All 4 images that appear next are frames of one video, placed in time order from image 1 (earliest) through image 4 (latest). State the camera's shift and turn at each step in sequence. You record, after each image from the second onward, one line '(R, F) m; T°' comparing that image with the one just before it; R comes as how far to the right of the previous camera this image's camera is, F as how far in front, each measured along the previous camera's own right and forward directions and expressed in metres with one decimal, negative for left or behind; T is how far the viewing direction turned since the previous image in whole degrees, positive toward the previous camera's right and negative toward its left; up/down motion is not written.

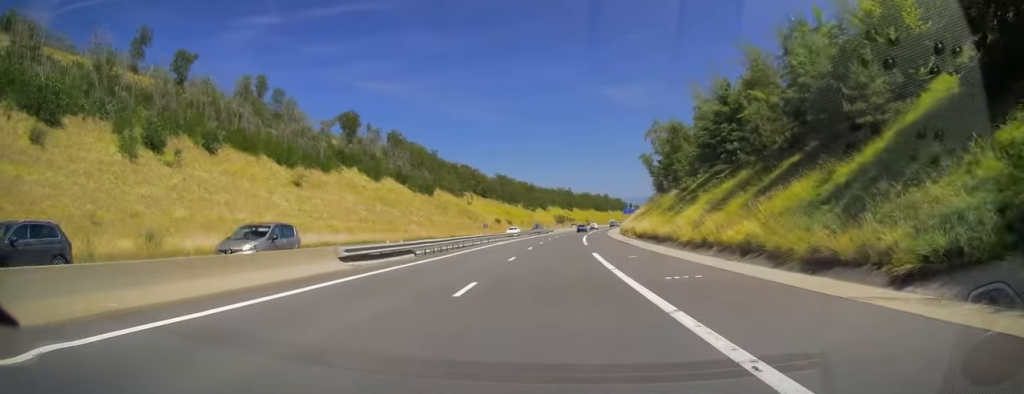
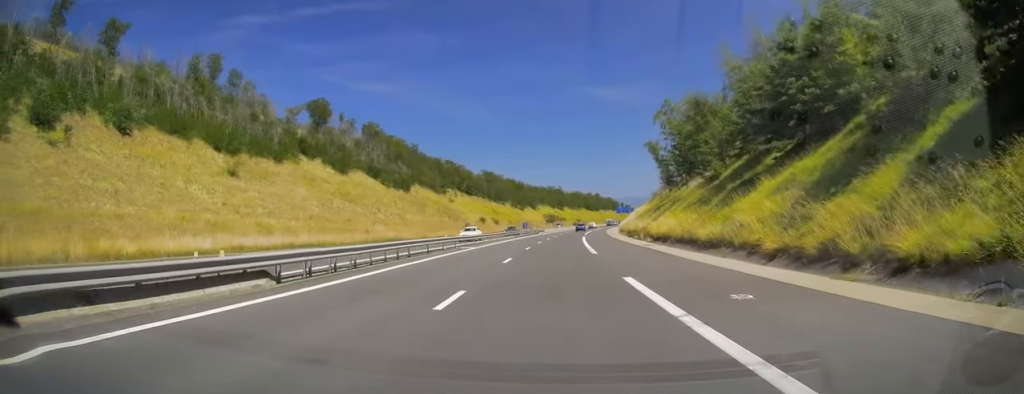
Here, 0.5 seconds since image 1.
(+0.2, +15.0) m; +1°
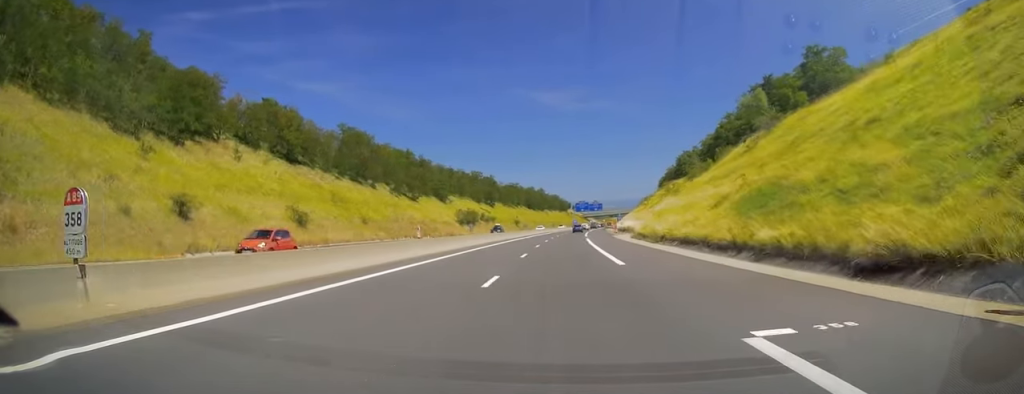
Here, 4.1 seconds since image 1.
(+5.9, +113.1) m; +6°
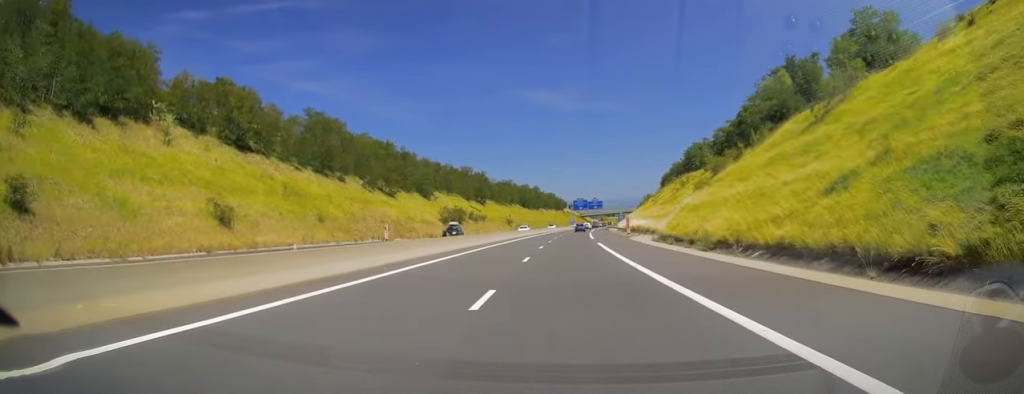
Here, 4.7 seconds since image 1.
(-0.3, +16.9) m; +1°
